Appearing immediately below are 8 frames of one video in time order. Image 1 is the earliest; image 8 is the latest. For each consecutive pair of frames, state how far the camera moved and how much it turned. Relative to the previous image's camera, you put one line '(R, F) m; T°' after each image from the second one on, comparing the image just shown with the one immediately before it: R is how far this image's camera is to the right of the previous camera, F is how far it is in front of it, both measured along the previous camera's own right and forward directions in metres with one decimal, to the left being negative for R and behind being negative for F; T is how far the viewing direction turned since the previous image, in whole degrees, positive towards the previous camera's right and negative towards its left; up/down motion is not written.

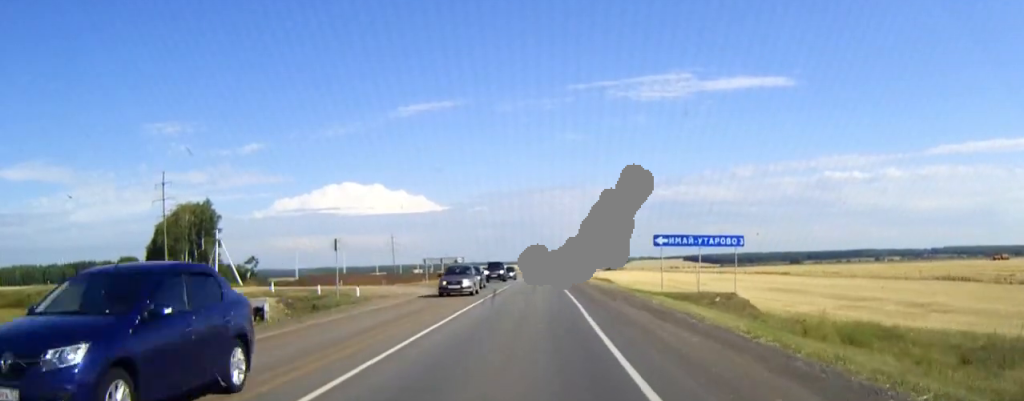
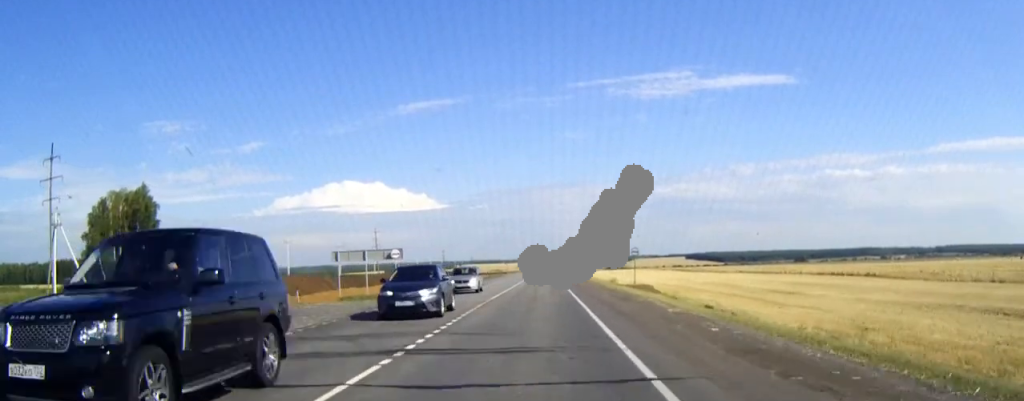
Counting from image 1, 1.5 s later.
(0.0, +38.5) m; 0°
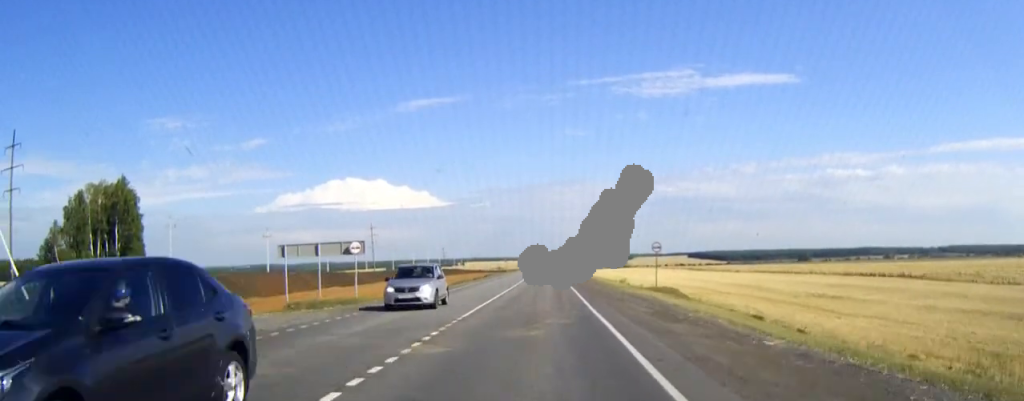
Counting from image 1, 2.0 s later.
(0.0, +11.0) m; 0°
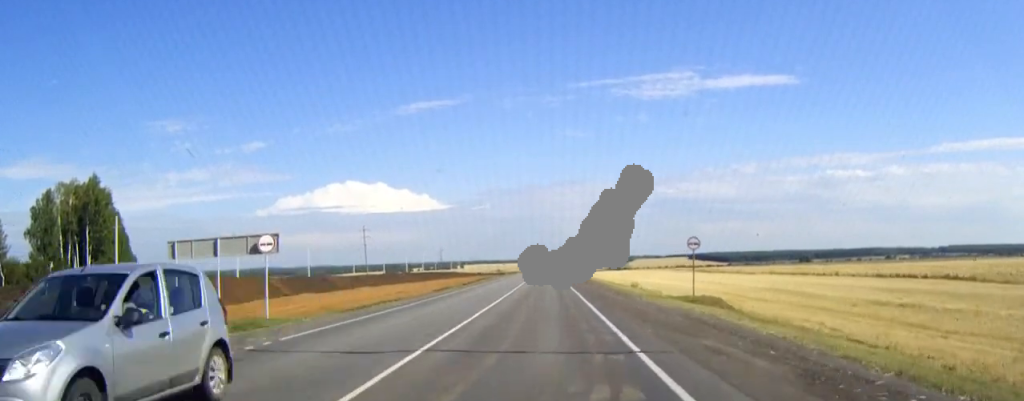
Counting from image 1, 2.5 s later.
(0.0, +12.7) m; 0°
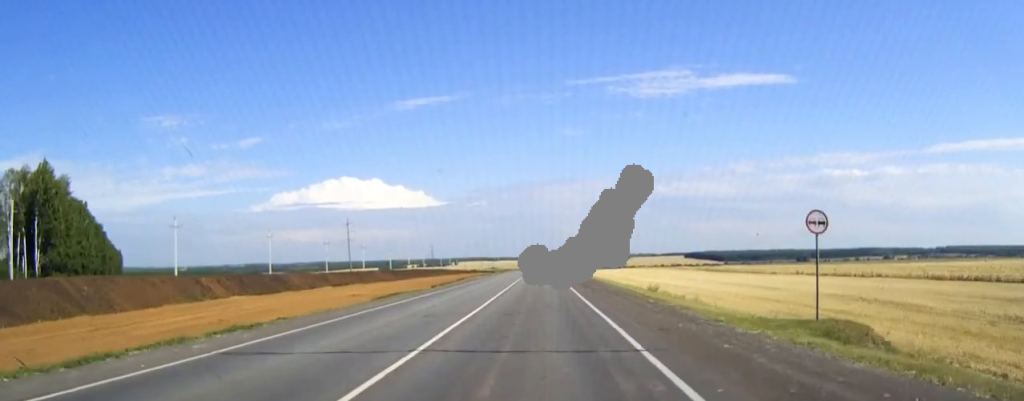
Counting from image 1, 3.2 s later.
(0.0, +18.5) m; 0°
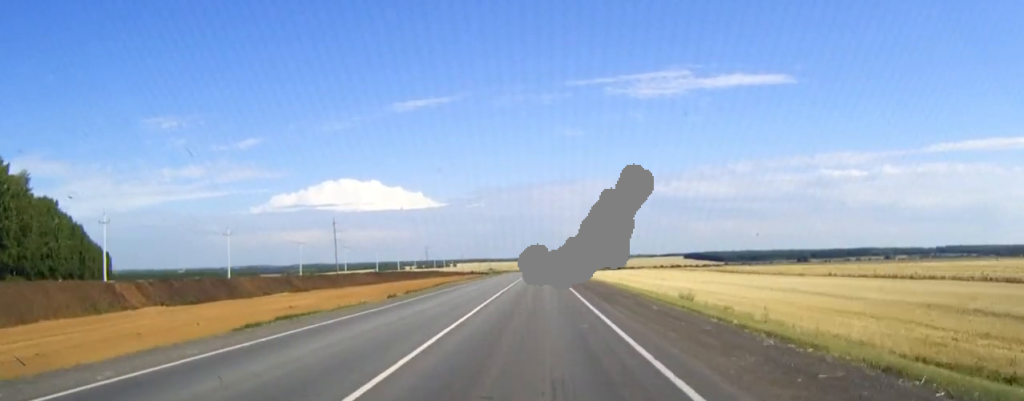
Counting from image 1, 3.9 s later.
(0.0, +16.7) m; 0°
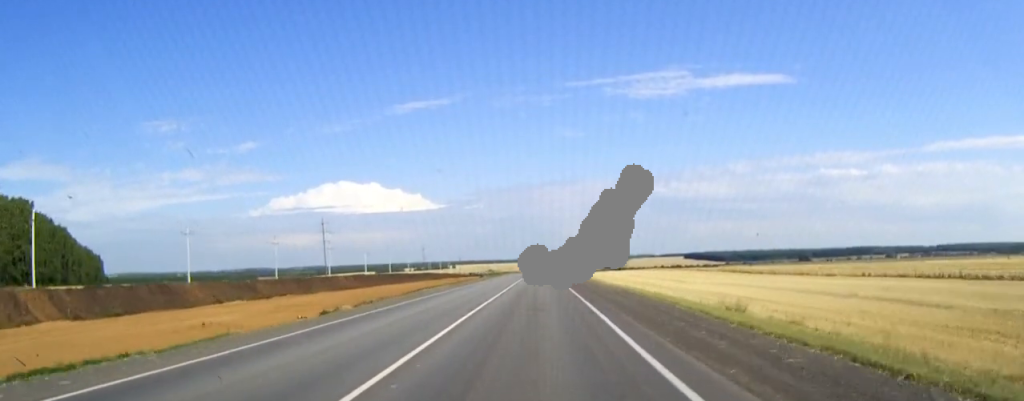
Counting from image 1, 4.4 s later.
(0.0, +13.3) m; 0°
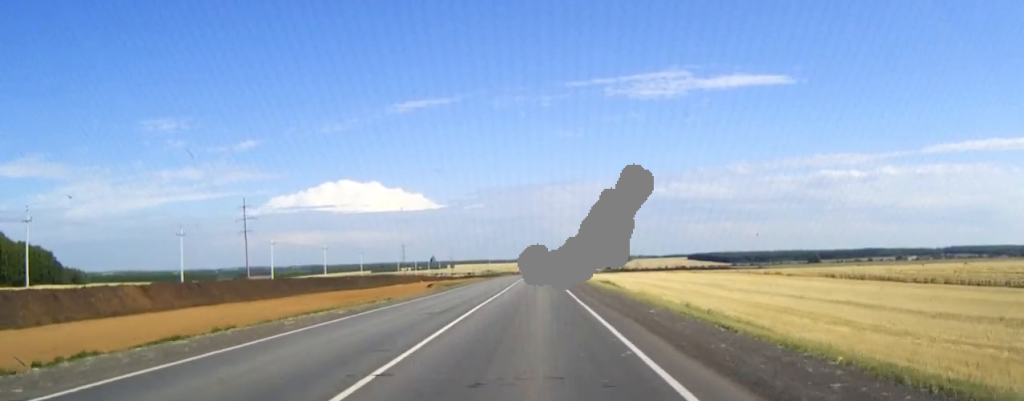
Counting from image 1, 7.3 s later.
(+0.1, +70.2) m; 0°
